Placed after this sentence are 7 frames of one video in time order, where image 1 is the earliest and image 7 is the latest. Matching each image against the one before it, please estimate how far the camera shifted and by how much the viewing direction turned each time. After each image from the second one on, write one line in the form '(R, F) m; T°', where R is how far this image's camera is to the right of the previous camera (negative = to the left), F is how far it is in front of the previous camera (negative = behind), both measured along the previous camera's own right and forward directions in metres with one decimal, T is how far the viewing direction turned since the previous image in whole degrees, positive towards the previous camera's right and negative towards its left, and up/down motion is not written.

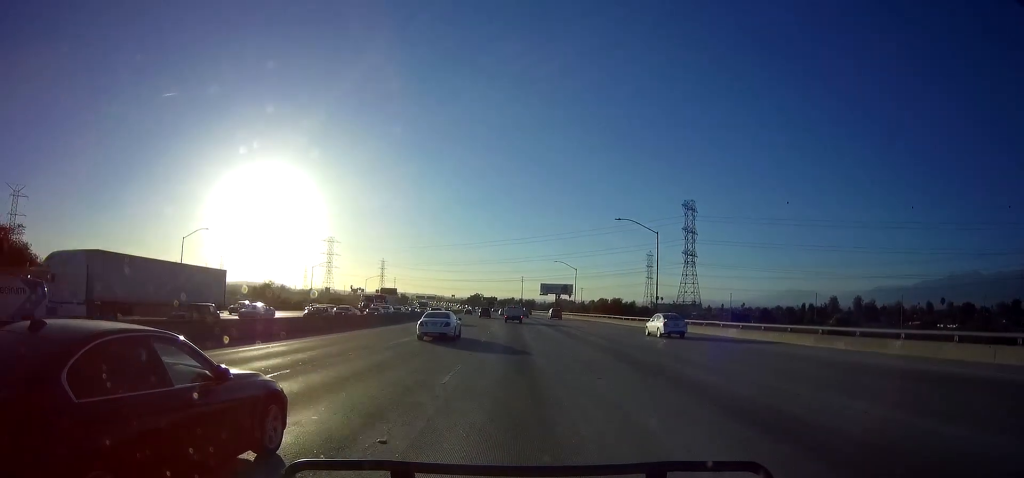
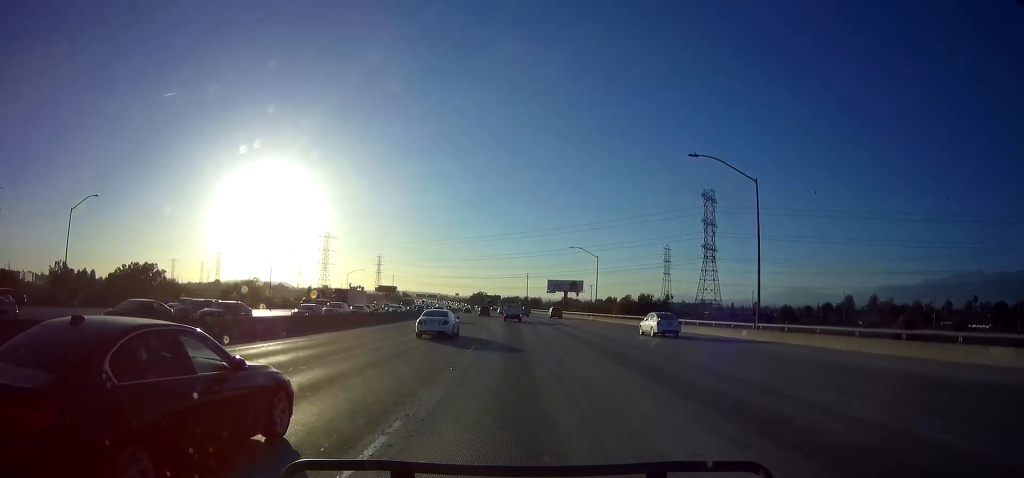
(-0.4, +21.7) m; -1°
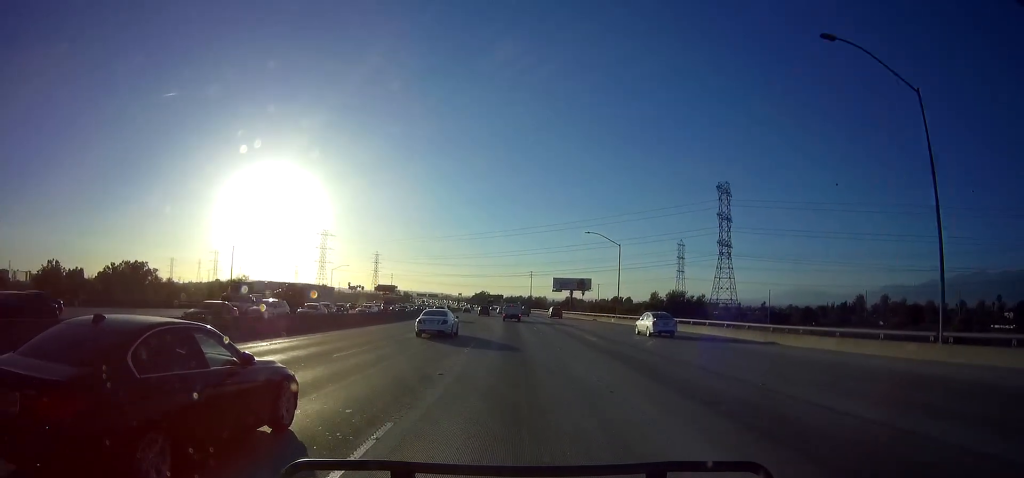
(0.0, +14.8) m; 0°
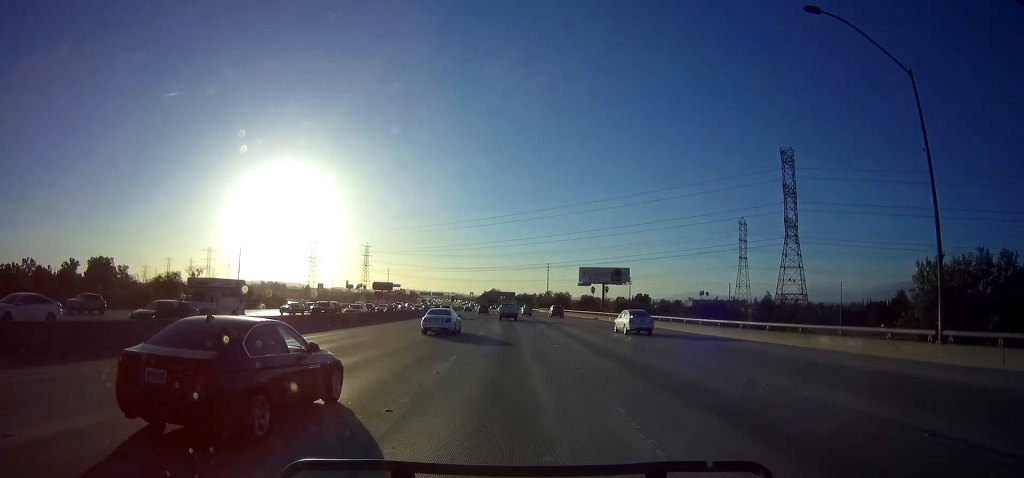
(-0.6, +49.3) m; -2°
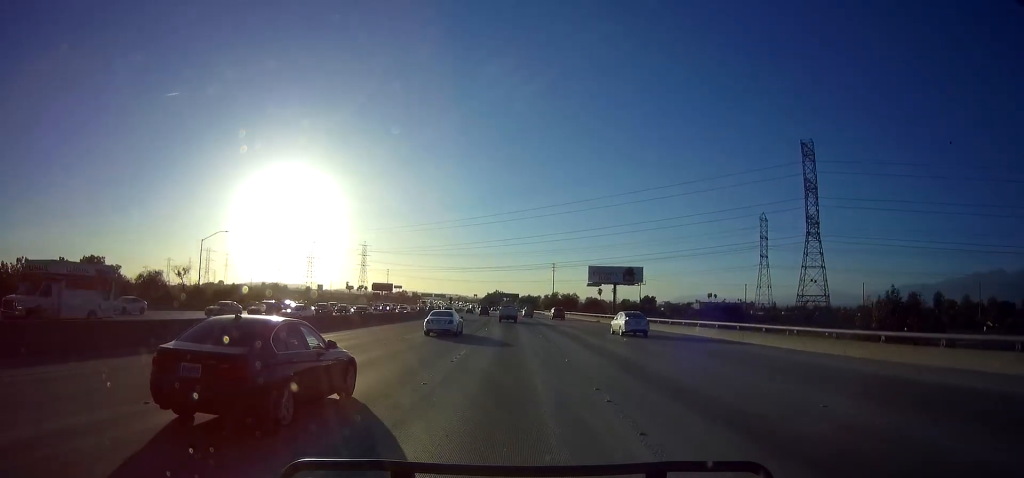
(0.0, +12.0) m; 0°
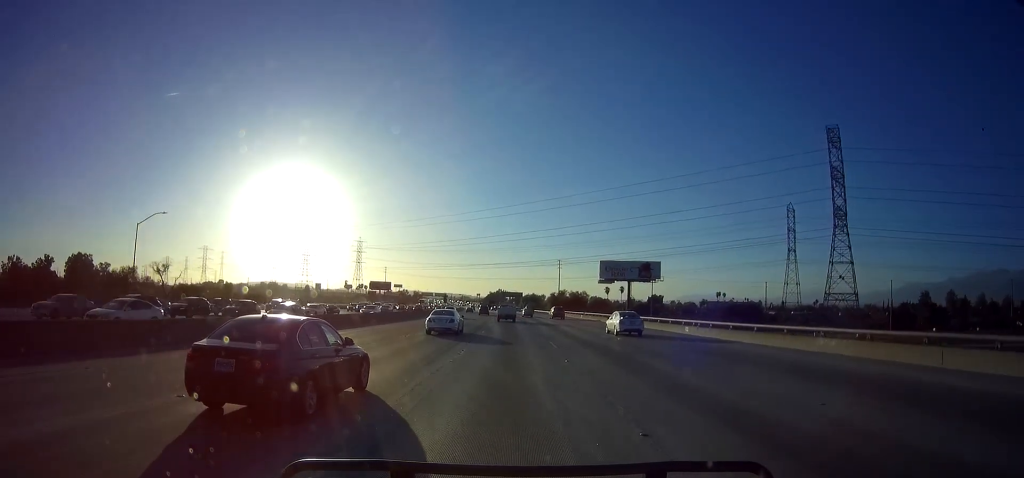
(-0.1, +14.7) m; -1°
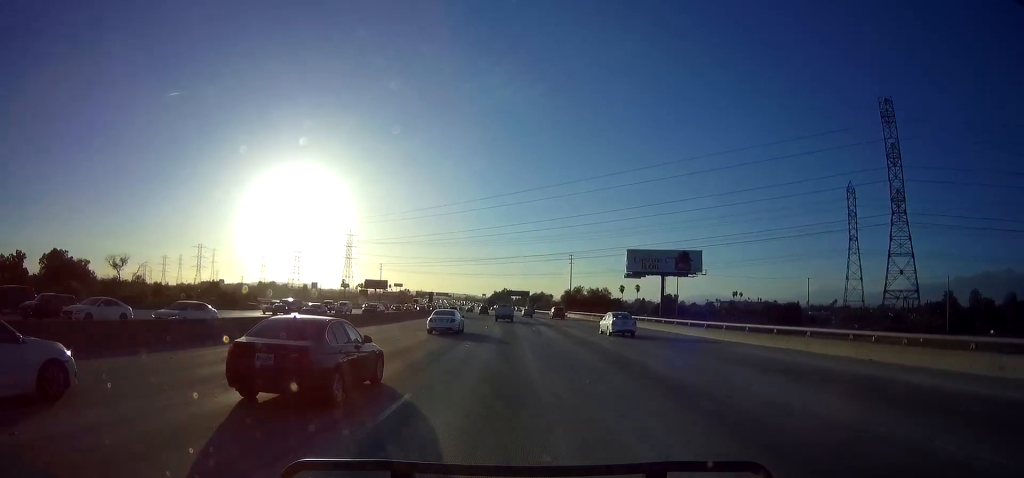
(-0.2, +25.9) m; -1°
